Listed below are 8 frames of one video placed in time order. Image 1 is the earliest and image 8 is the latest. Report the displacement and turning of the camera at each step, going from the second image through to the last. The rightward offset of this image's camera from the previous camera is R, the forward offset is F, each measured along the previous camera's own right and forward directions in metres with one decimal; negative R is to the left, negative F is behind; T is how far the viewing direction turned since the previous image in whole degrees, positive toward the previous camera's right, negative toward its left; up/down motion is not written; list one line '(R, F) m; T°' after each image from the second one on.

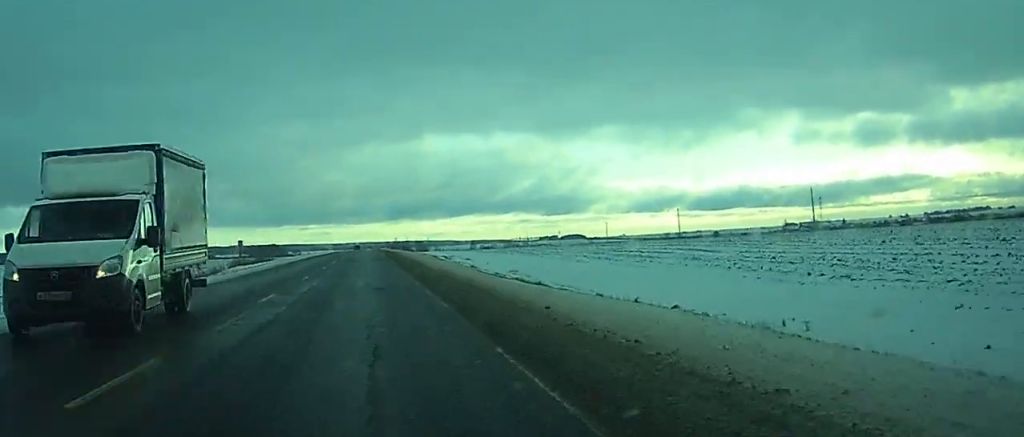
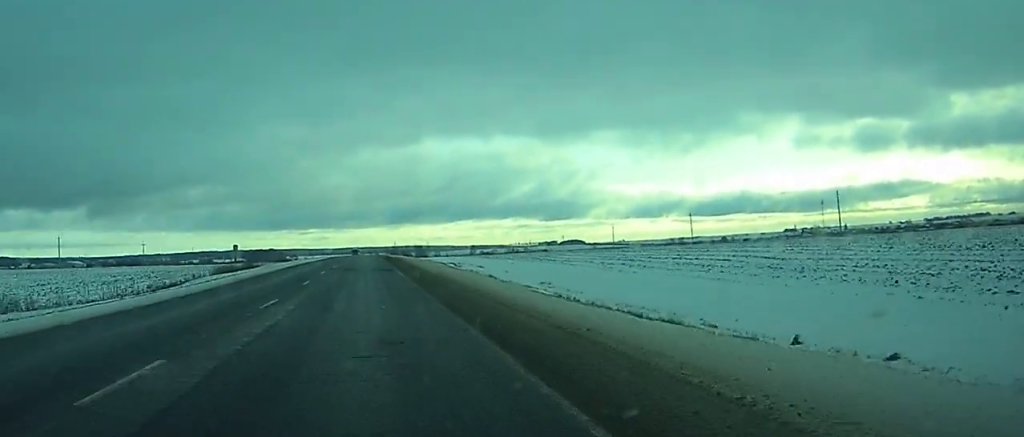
(0.0, +11.6) m; 0°
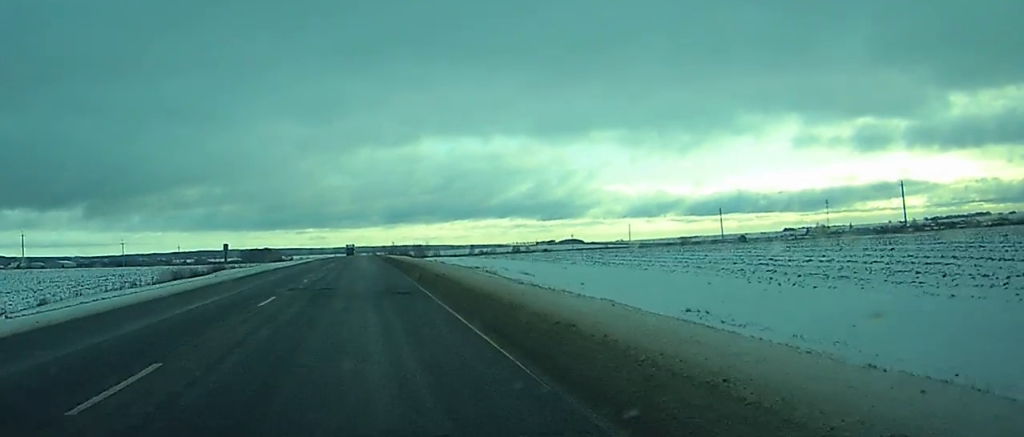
(0.0, +24.2) m; 0°
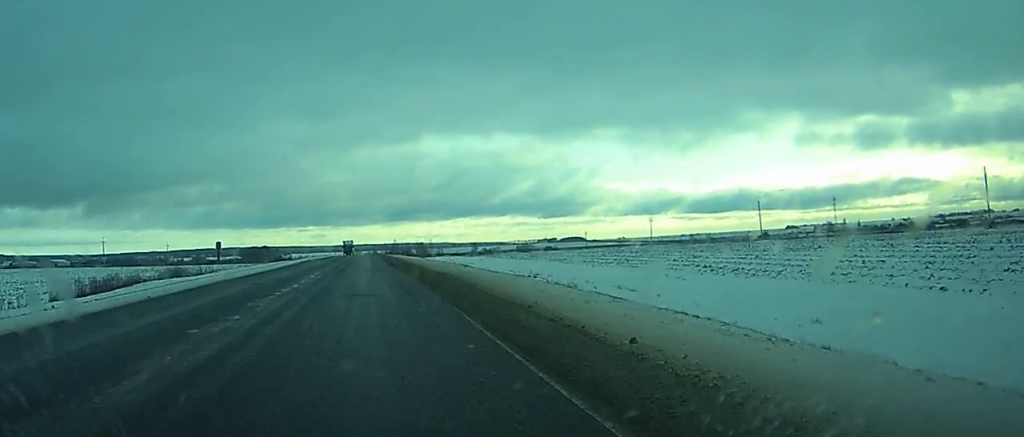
(0.0, +23.3) m; 0°
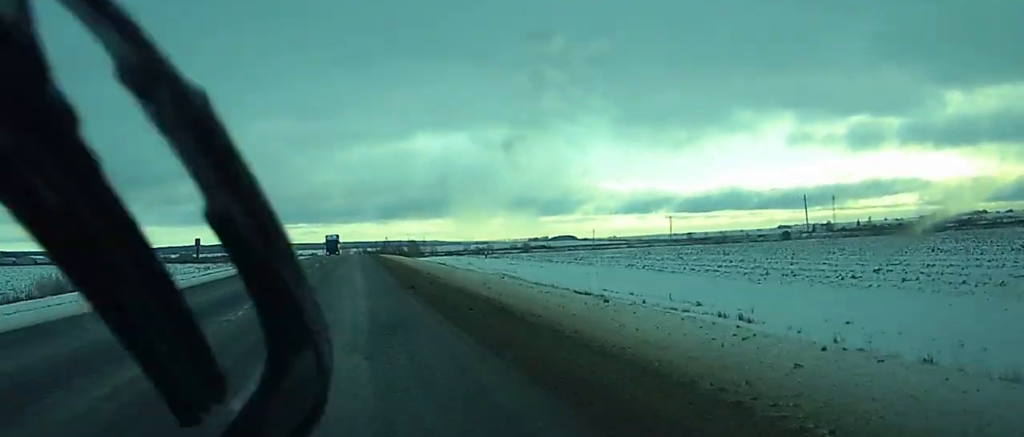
(+0.1, +27.8) m; 0°
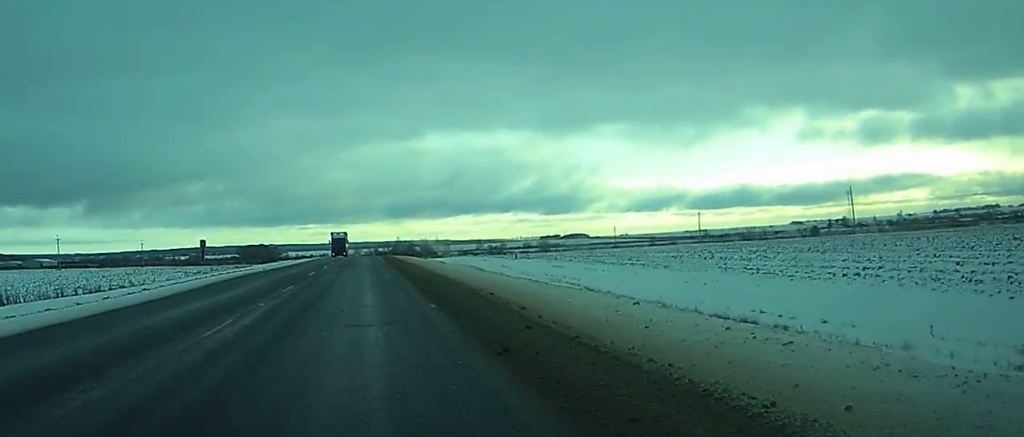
(0.0, +14.3) m; 0°
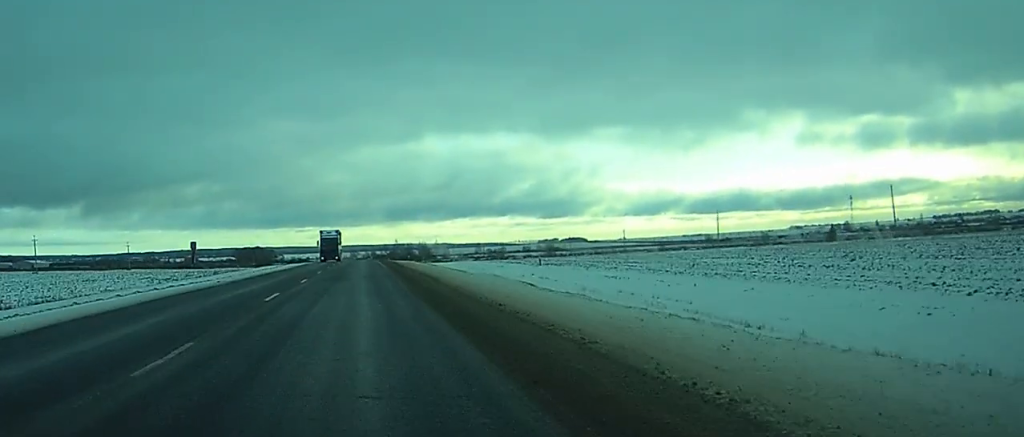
(0.0, +15.2) m; 0°
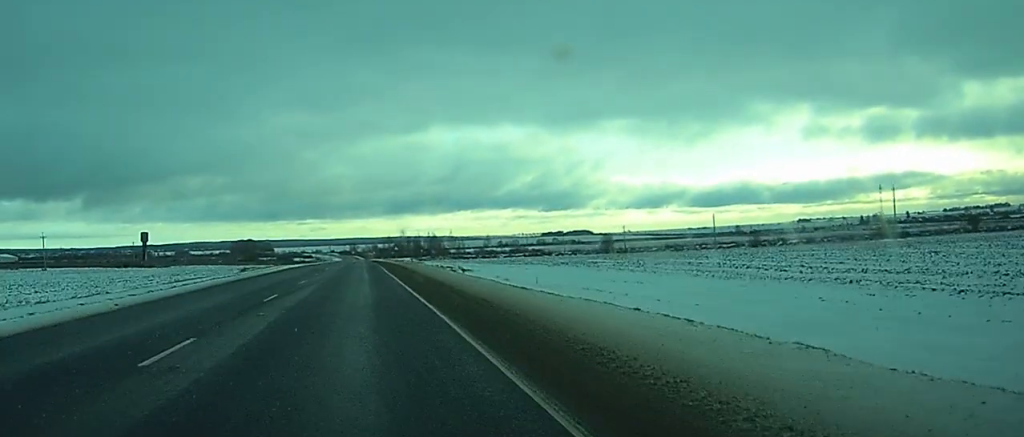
(-0.2, +81.8) m; -1°
